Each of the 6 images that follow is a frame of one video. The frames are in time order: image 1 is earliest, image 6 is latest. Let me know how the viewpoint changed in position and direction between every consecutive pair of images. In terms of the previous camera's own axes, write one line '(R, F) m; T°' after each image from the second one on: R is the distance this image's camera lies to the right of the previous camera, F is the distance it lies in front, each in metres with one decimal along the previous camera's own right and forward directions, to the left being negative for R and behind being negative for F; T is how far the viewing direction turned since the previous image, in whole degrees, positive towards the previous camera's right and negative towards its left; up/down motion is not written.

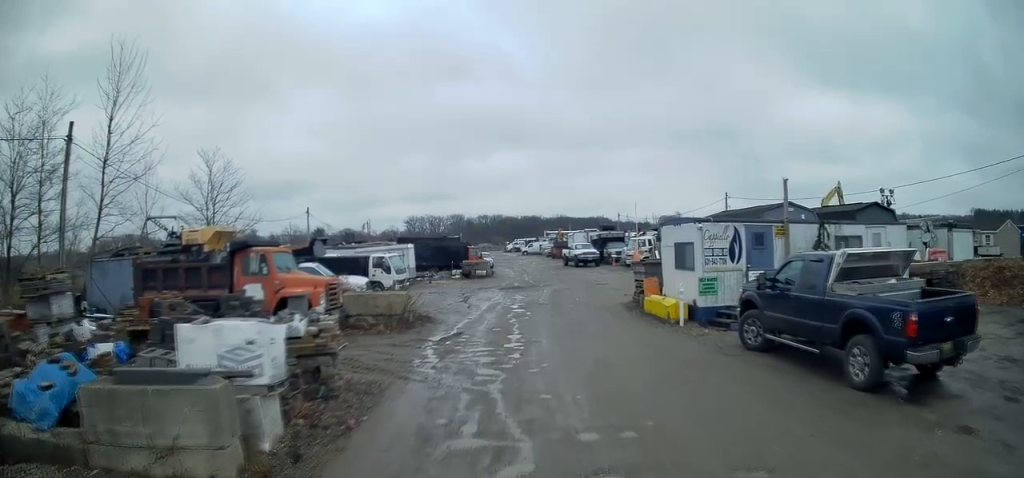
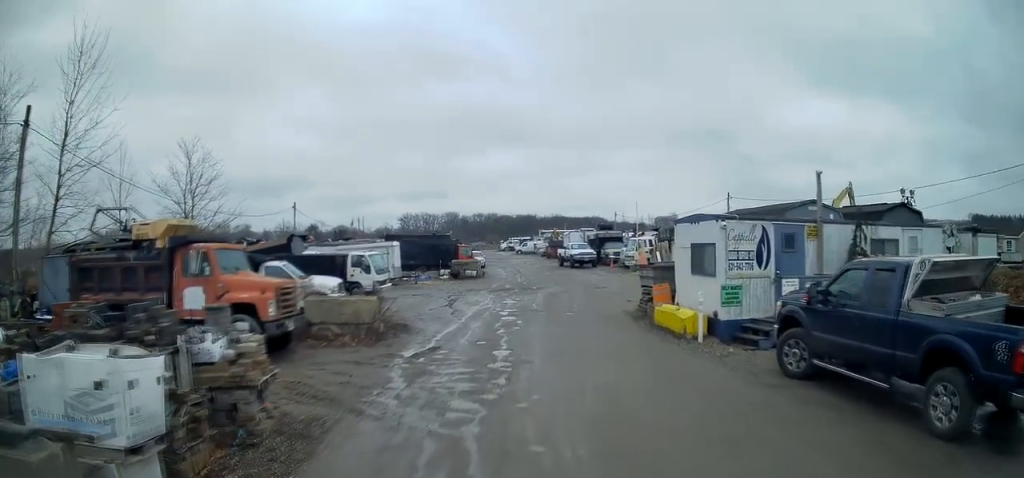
(+0.1, +2.4) m; +4°
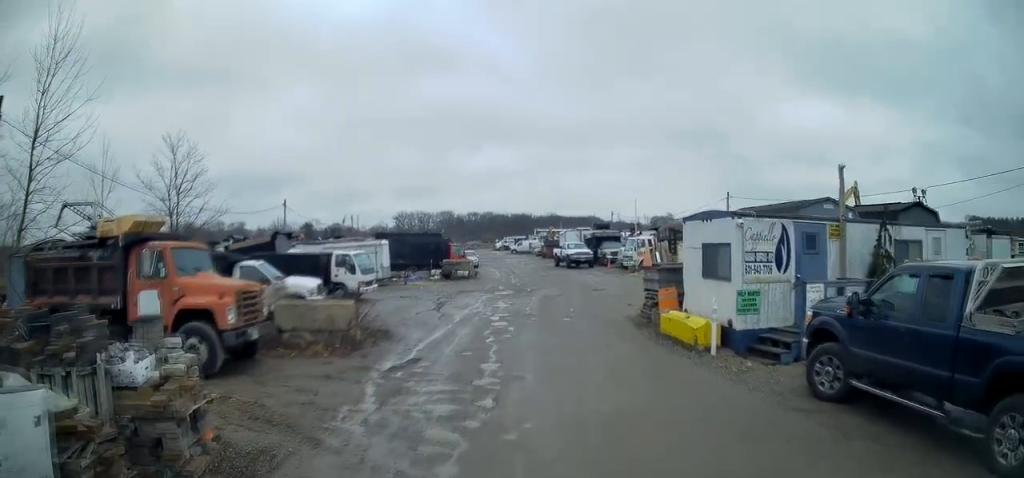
(+0.1, +1.4) m; 0°
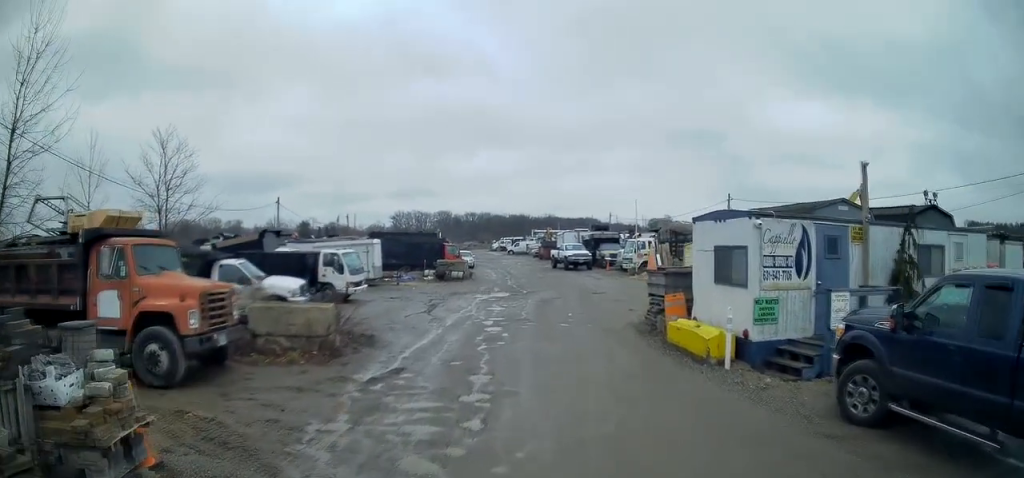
(-0.1, +1.1) m; +1°
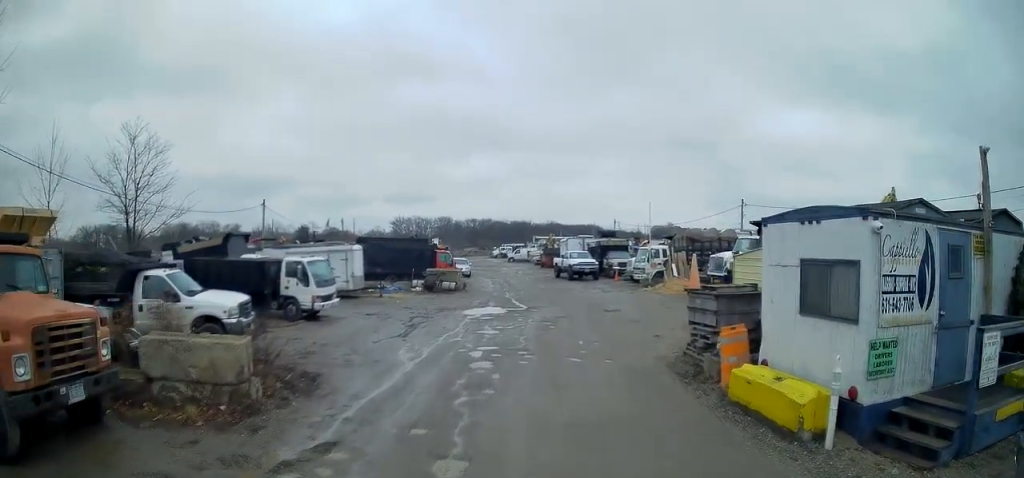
(+0.1, +3.7) m; -1°
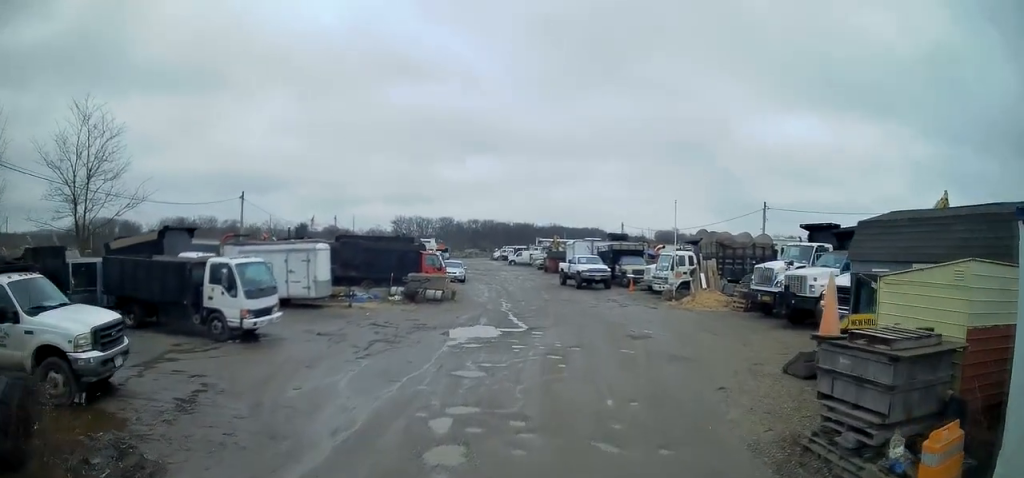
(-0.5, +5.2) m; -1°
